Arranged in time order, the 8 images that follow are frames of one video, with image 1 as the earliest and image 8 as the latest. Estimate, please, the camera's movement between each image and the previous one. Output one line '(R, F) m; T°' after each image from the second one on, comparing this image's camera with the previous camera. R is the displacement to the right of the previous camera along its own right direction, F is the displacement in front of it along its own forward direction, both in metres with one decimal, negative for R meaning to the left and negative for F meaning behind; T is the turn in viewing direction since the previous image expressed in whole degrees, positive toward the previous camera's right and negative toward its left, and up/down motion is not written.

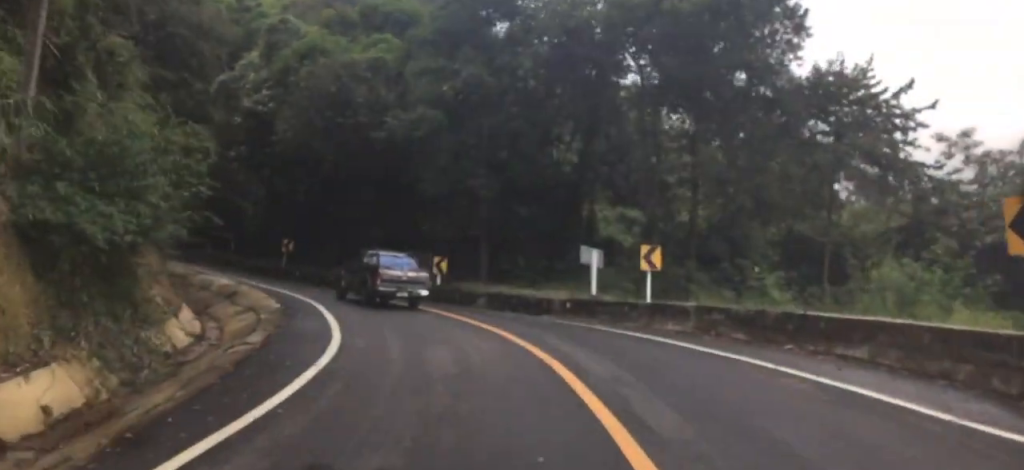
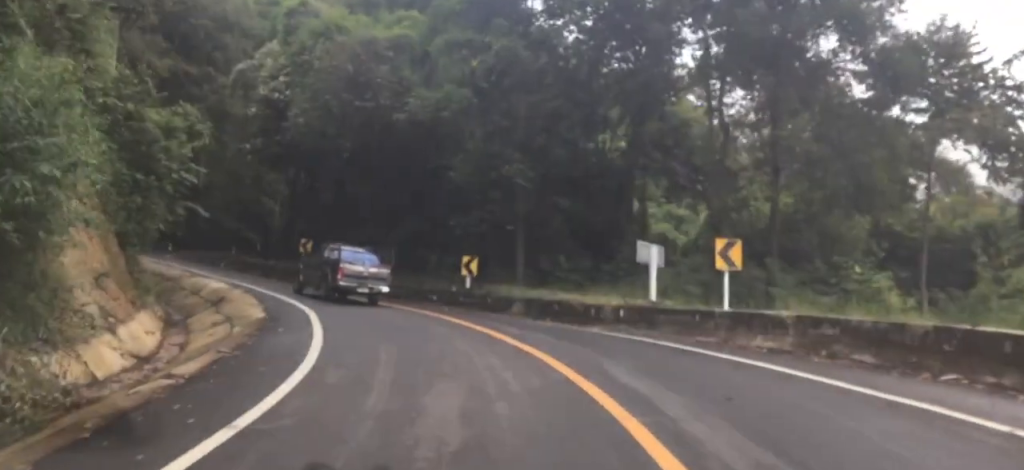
(0.0, +6.0) m; -2°
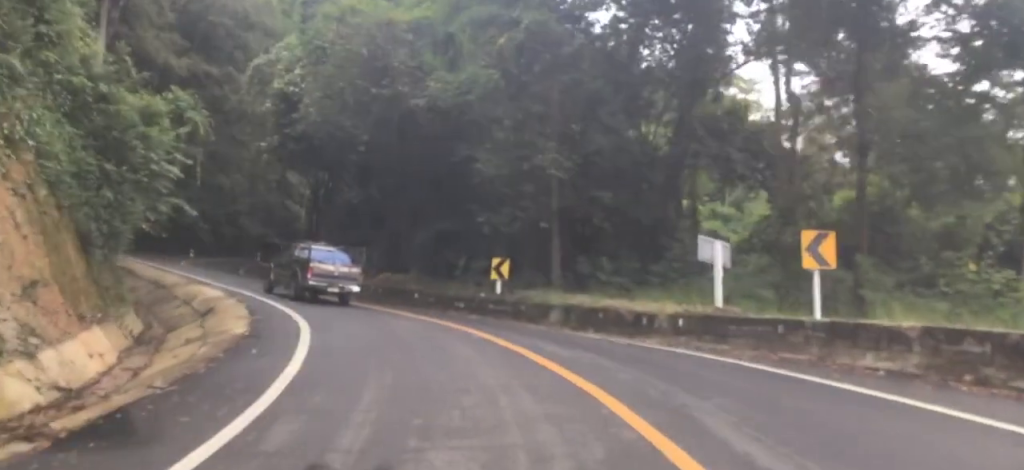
(-0.2, +4.3) m; -1°
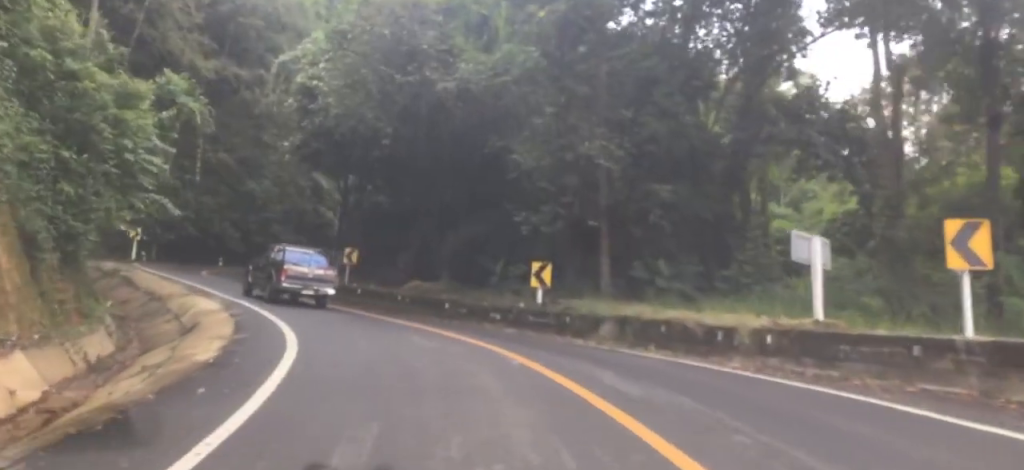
(-0.1, +4.3) m; -1°
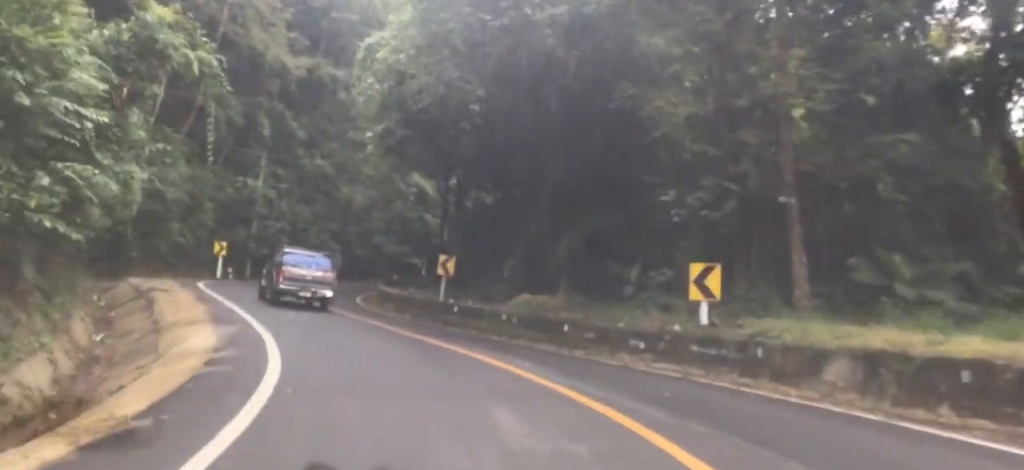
(+0.1, +8.8) m; -12°
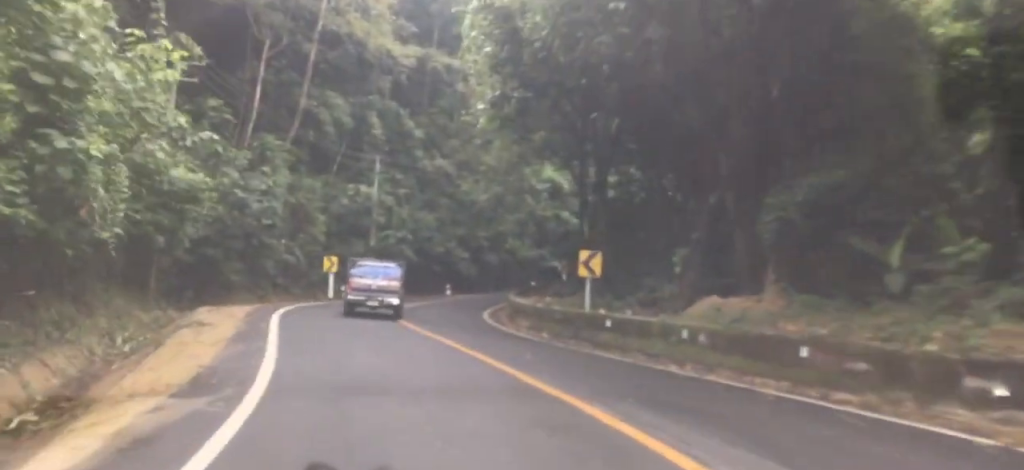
(-2.0, +8.6) m; -20°
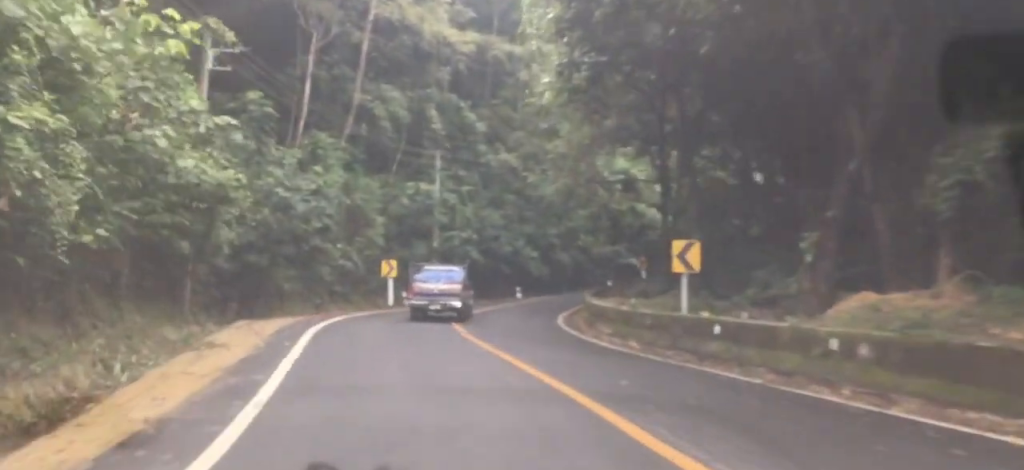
(-0.4, +4.2) m; -5°
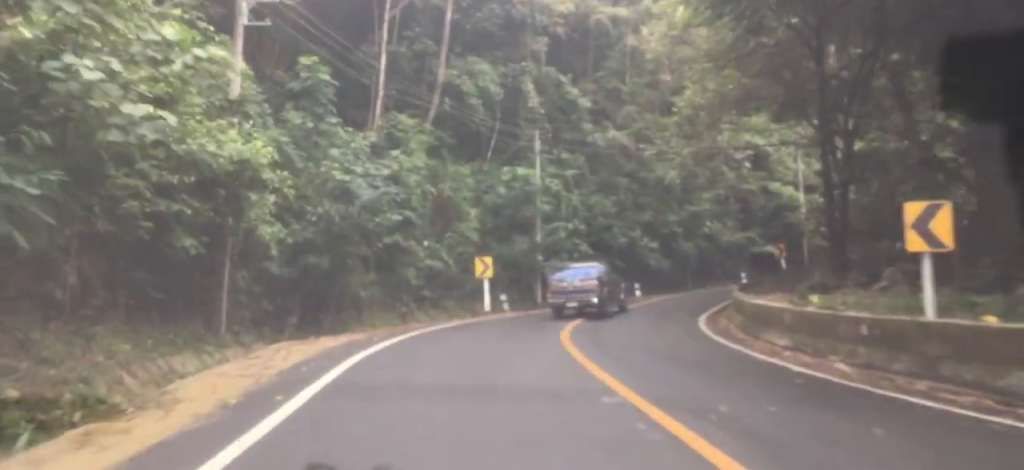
(-0.5, +6.9) m; -10°
